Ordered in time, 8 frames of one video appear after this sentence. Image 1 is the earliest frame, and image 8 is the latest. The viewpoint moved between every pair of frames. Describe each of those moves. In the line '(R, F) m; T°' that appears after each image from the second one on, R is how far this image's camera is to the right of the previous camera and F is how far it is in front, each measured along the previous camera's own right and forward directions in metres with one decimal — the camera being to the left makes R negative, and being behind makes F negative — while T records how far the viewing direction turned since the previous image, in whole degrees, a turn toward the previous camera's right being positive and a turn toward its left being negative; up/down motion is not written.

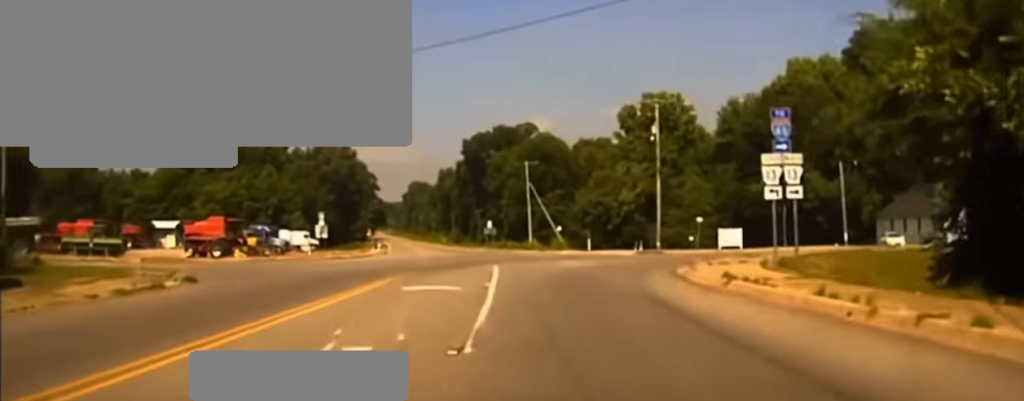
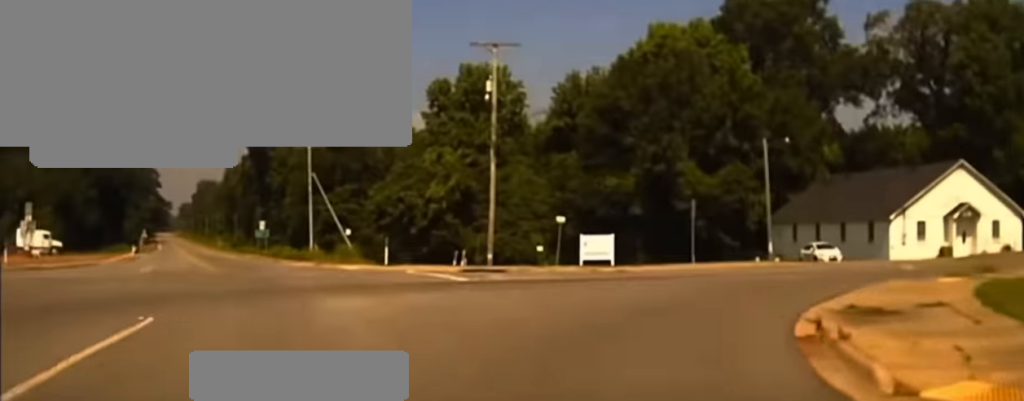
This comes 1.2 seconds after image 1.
(+7.3, +22.3) m; +40°
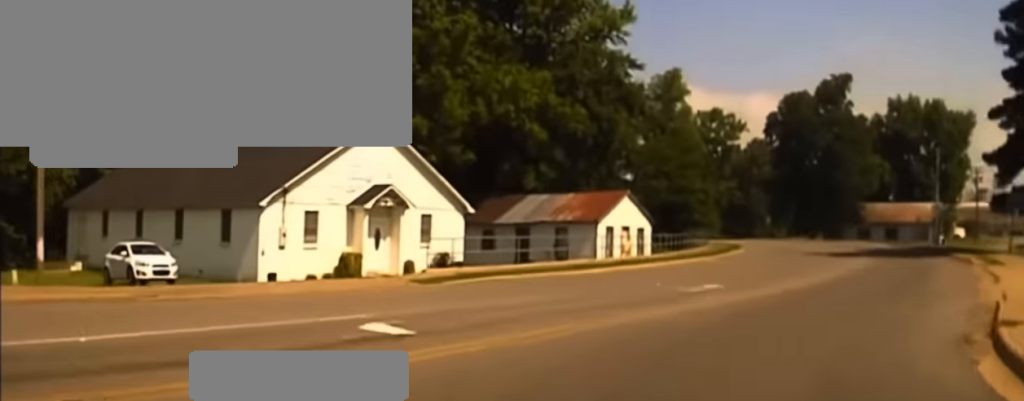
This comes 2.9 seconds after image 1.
(+10.5, +30.9) m; +19°
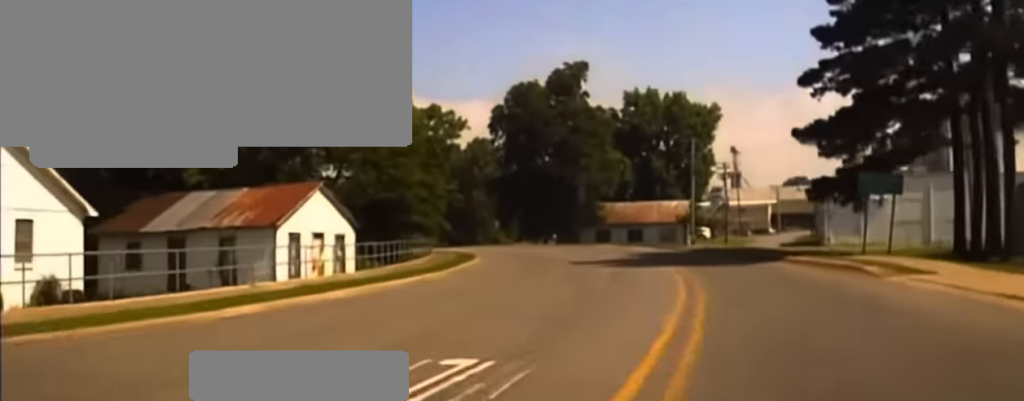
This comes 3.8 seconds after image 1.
(0.0, +16.4) m; 0°
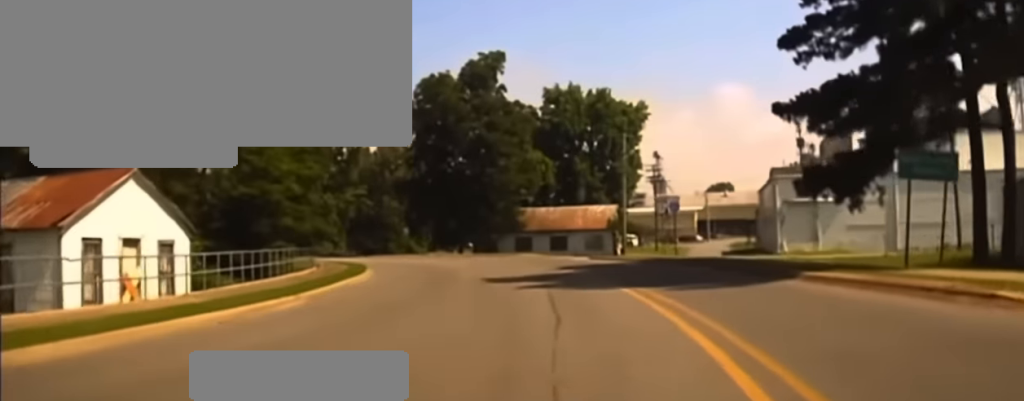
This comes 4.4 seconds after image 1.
(0.0, +11.0) m; 0°
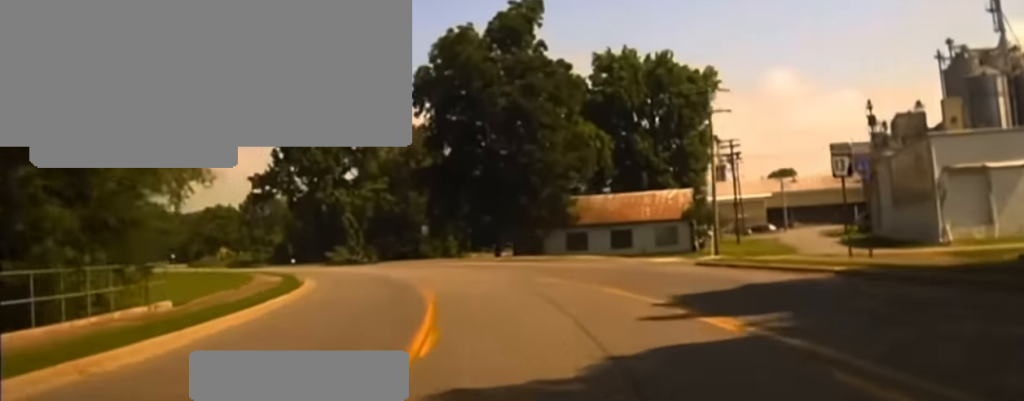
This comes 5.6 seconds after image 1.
(0.0, +21.5) m; -1°
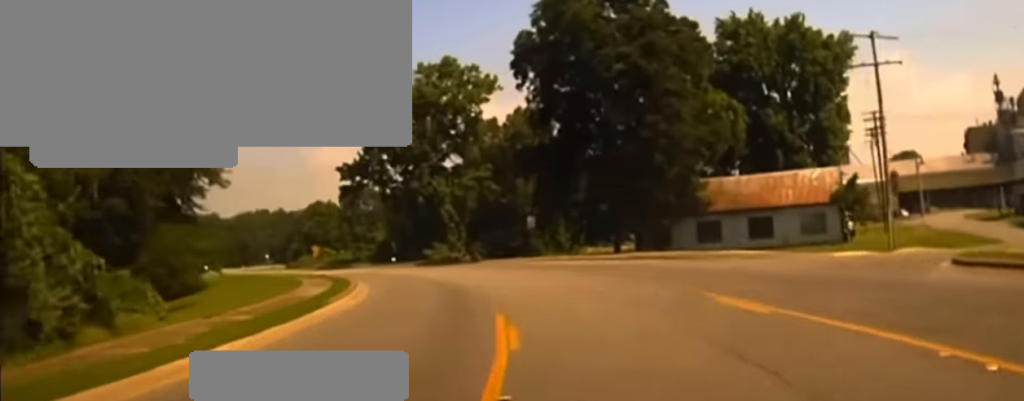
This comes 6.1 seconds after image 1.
(+0.1, +10.5) m; -1°
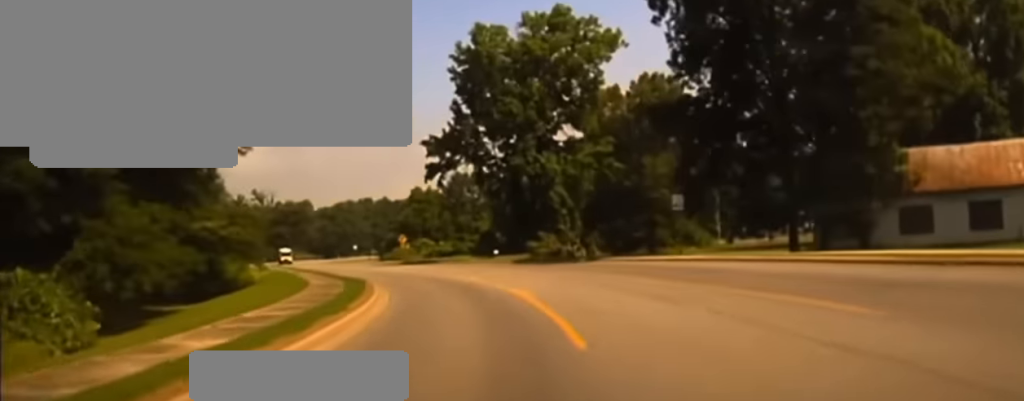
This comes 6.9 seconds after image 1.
(-0.2, +17.7) m; -6°
